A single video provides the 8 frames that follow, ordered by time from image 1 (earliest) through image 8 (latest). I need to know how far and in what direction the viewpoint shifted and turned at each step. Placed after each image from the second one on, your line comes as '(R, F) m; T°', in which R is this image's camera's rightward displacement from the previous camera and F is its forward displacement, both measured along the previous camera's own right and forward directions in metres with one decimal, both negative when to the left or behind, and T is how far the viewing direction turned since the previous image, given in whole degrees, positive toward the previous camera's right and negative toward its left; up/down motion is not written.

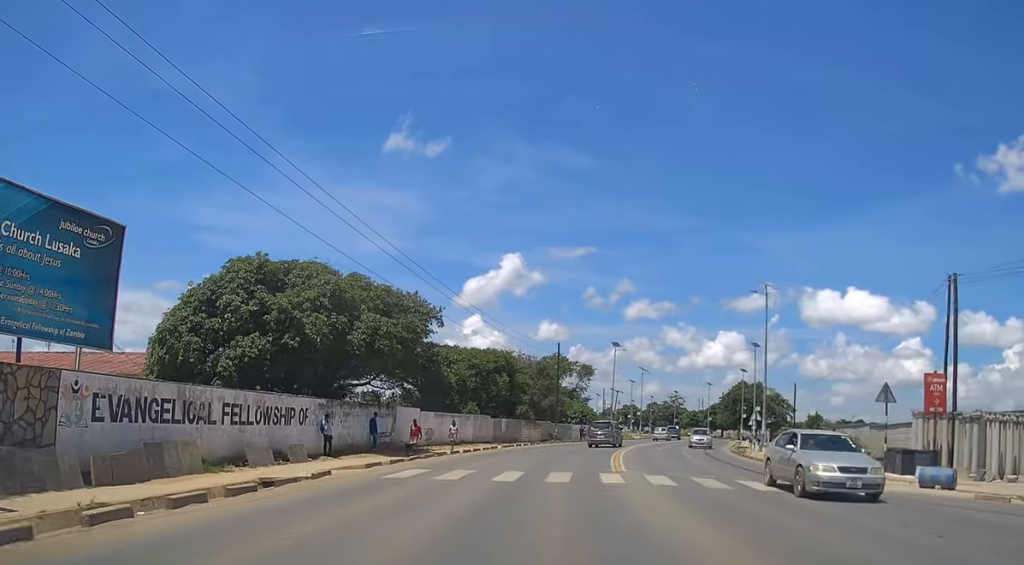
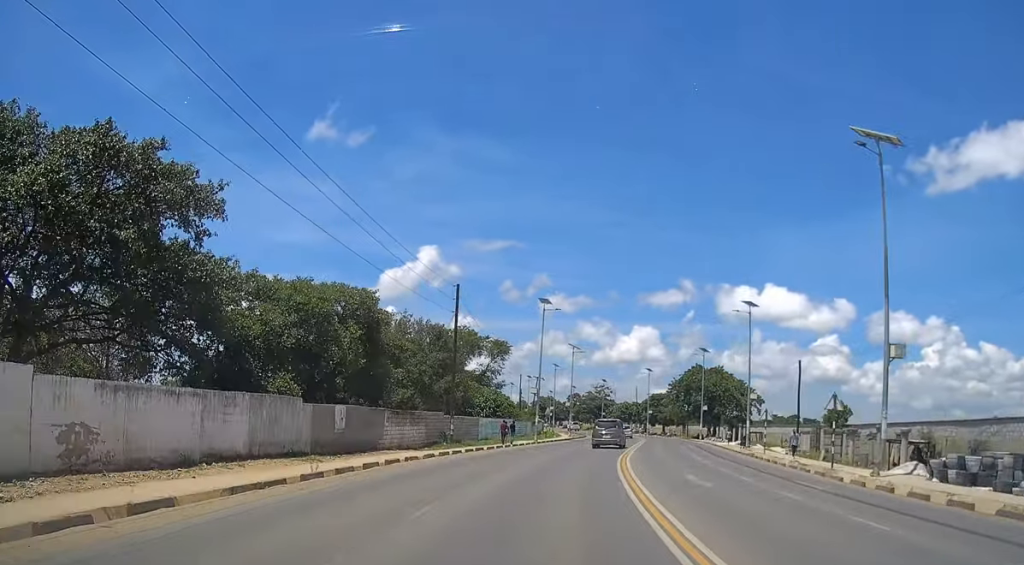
(+1.7, +28.2) m; +7°
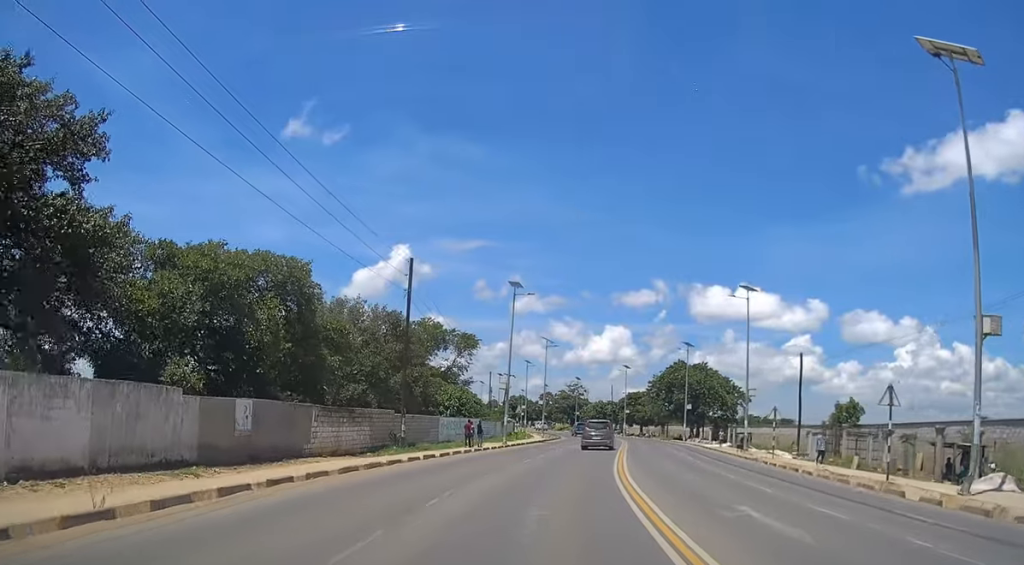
(+0.1, +7.2) m; +2°
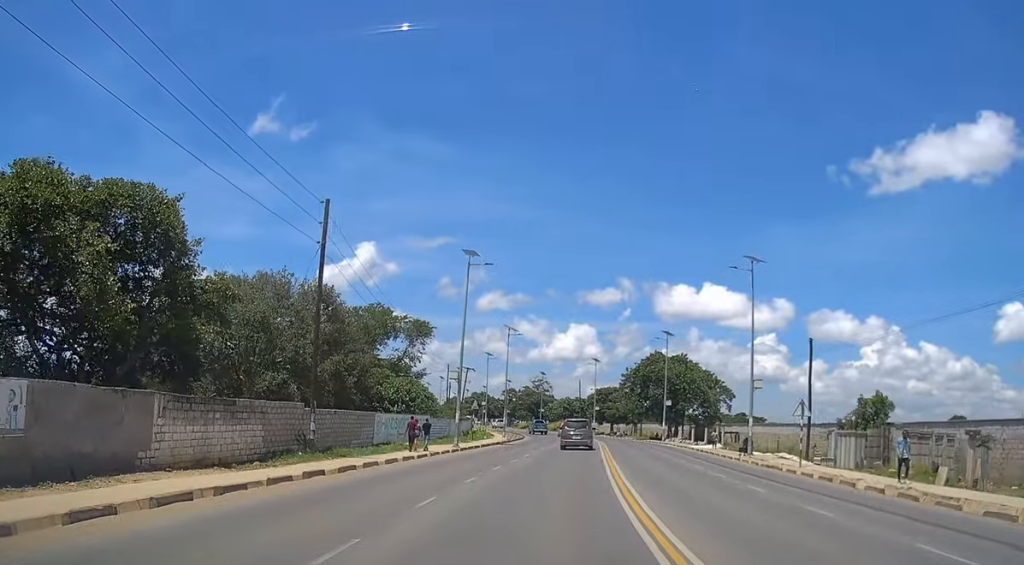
(+0.3, +9.6) m; +2°
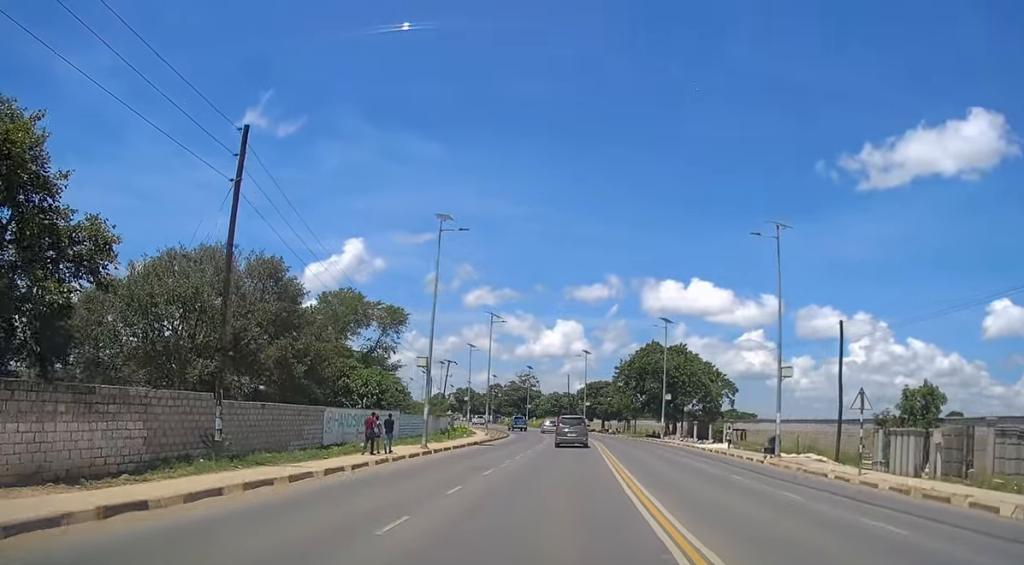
(+0.1, +7.3) m; +1°
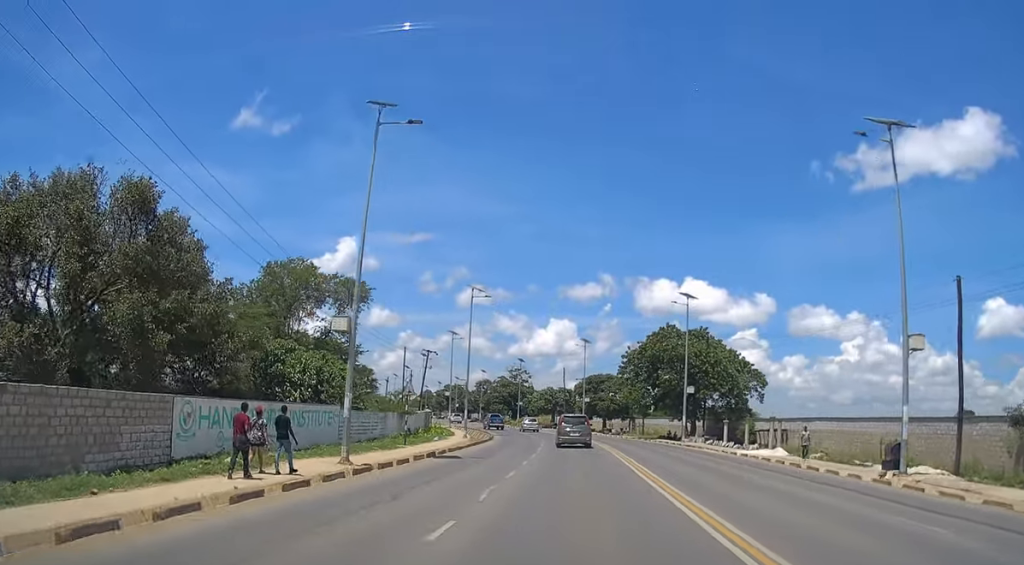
(+0.1, +13.9) m; 0°
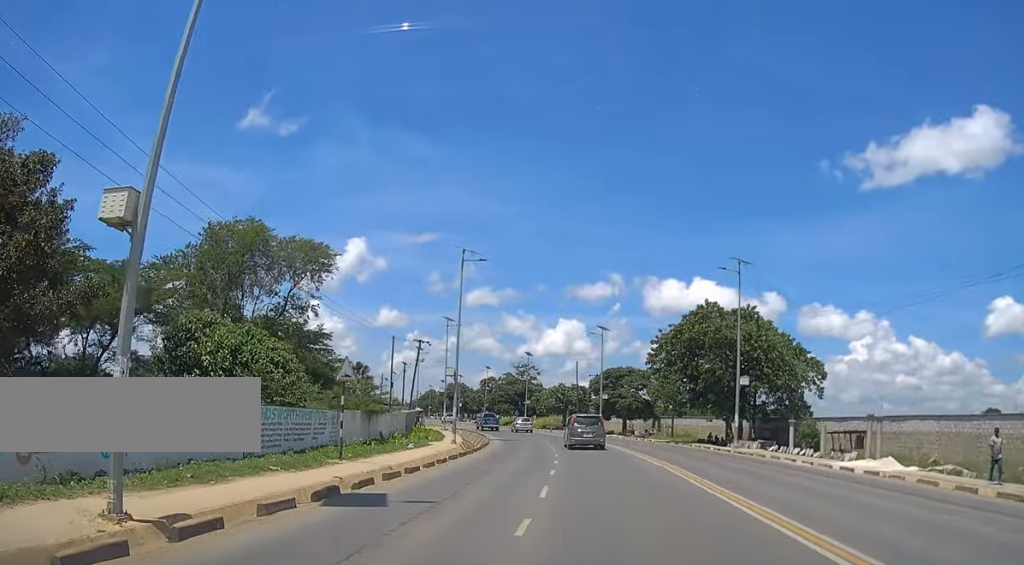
(0.0, +13.2) m; 0°
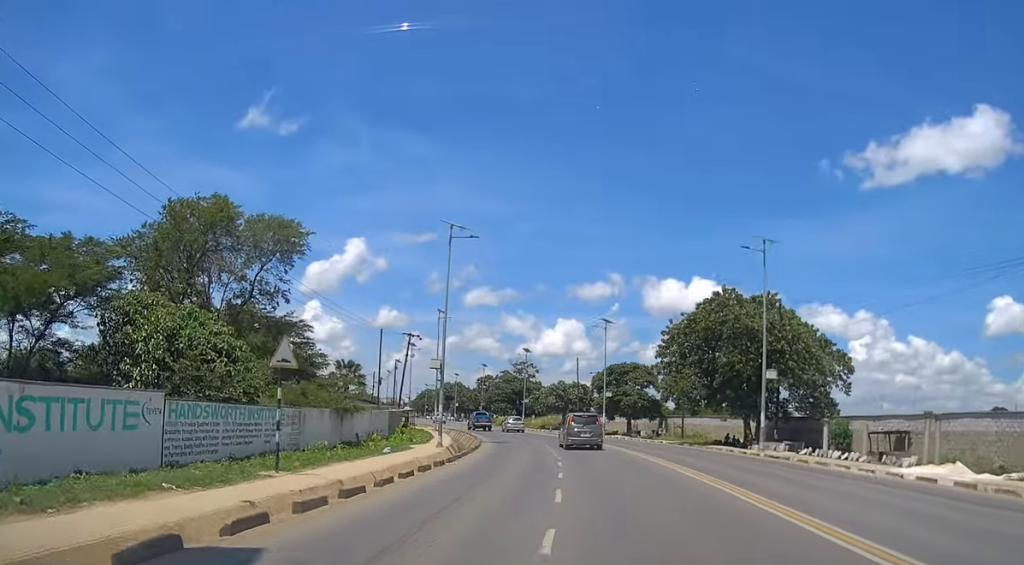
(0.0, +5.5) m; 0°
